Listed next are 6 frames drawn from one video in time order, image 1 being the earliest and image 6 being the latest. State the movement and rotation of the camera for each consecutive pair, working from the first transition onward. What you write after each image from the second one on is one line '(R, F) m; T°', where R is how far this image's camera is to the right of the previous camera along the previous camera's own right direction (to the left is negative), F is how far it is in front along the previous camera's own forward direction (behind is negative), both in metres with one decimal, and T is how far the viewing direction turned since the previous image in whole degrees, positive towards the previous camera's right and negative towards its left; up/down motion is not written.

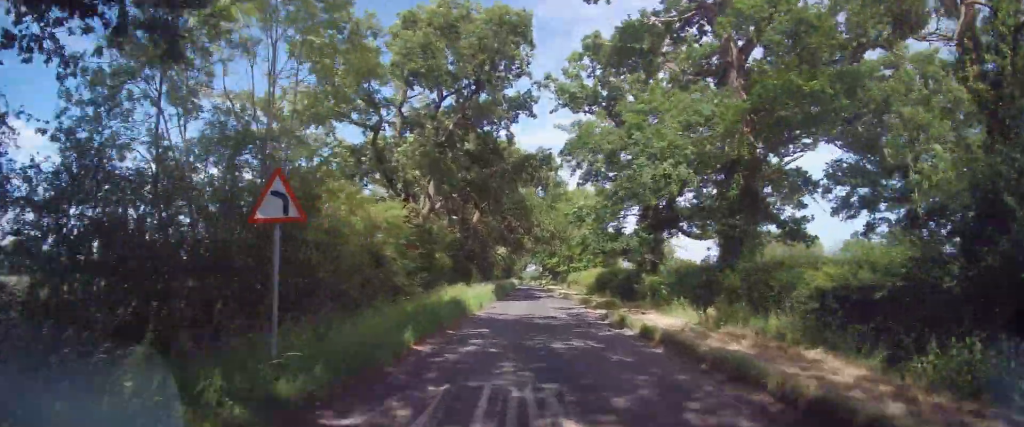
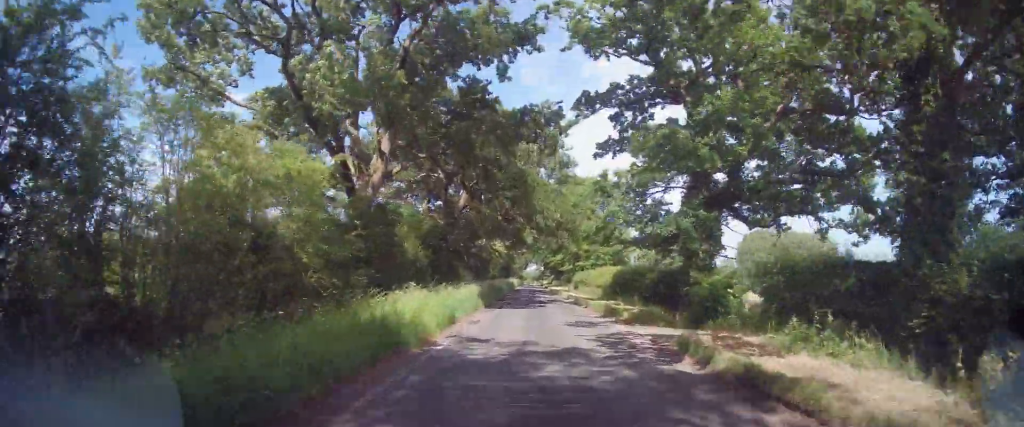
(-0.1, +8.2) m; +6°
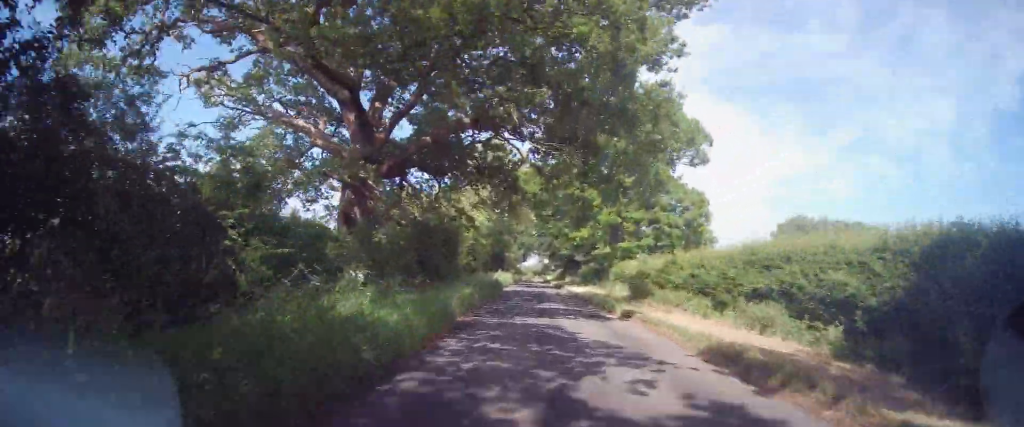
(+13.2, +28.1) m; +40°
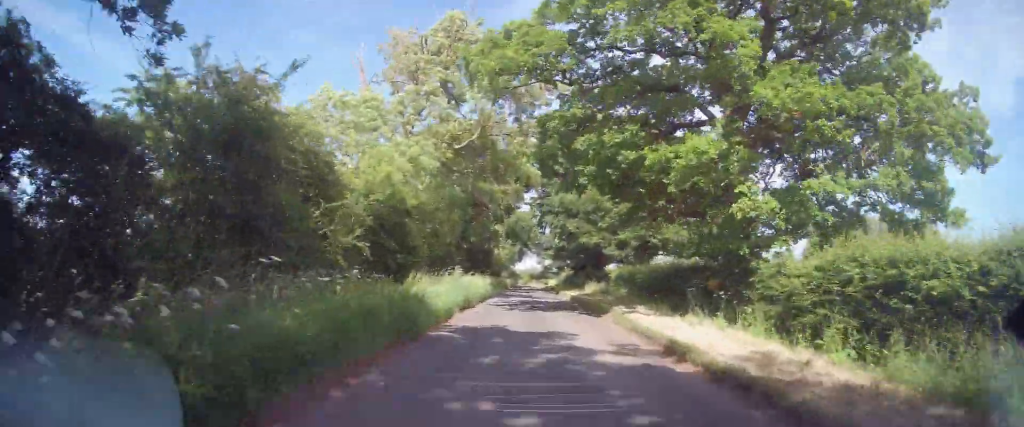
(-1.6, +34.1) m; -14°
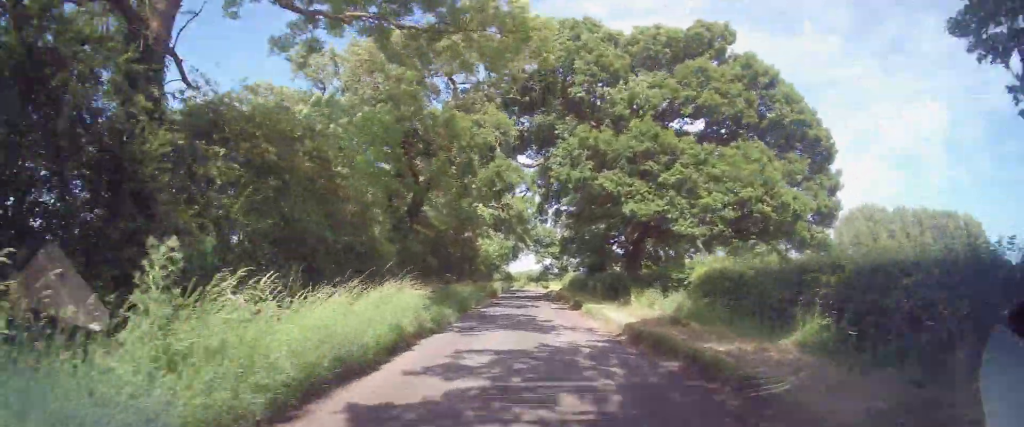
(-2.5, +21.2) m; -7°
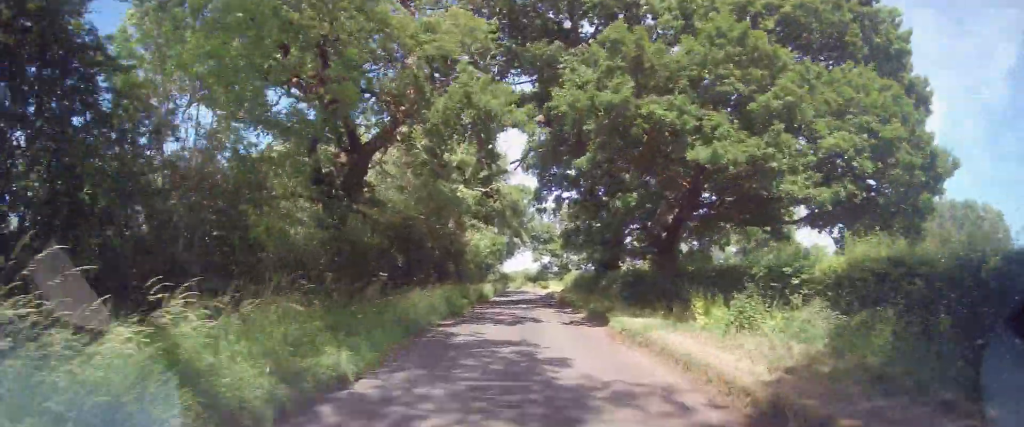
(0.0, +9.6) m; 0°
